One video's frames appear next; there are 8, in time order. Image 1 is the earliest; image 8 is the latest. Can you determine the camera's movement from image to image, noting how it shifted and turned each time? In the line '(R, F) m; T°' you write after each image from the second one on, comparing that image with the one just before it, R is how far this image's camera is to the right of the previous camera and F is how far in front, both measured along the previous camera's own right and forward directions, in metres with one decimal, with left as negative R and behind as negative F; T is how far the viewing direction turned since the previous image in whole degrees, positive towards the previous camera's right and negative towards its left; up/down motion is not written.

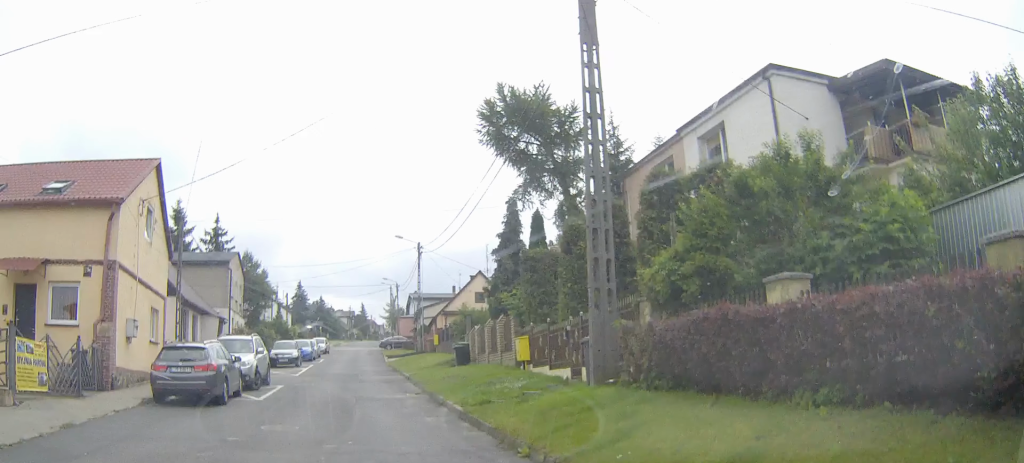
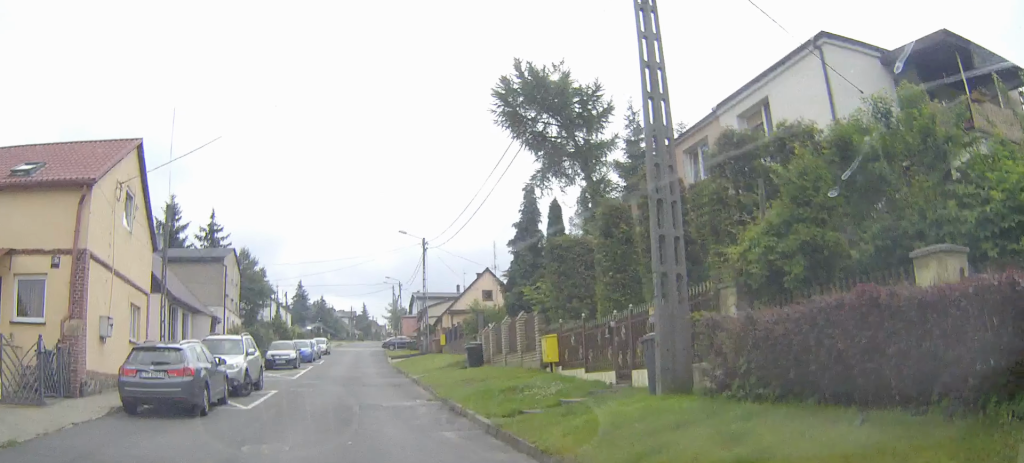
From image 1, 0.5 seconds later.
(0.0, +2.7) m; -1°
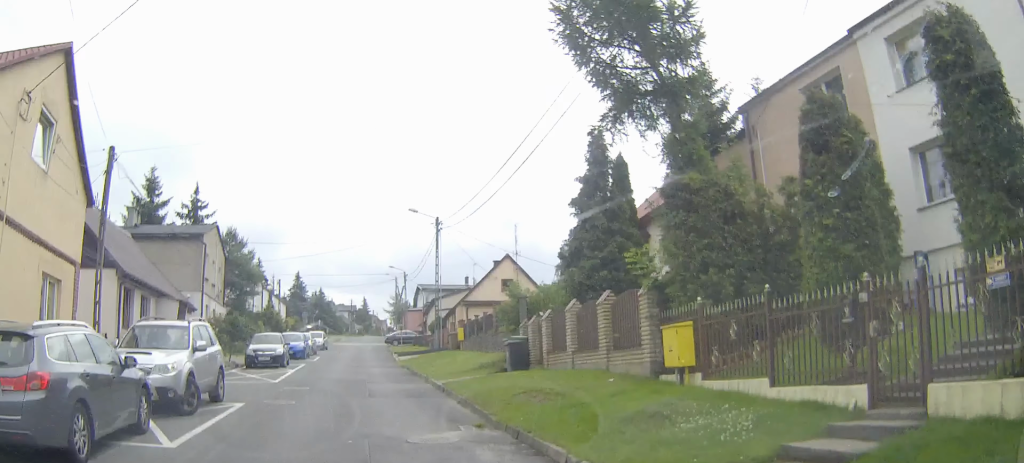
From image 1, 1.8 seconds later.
(-0.1, +7.3) m; +1°
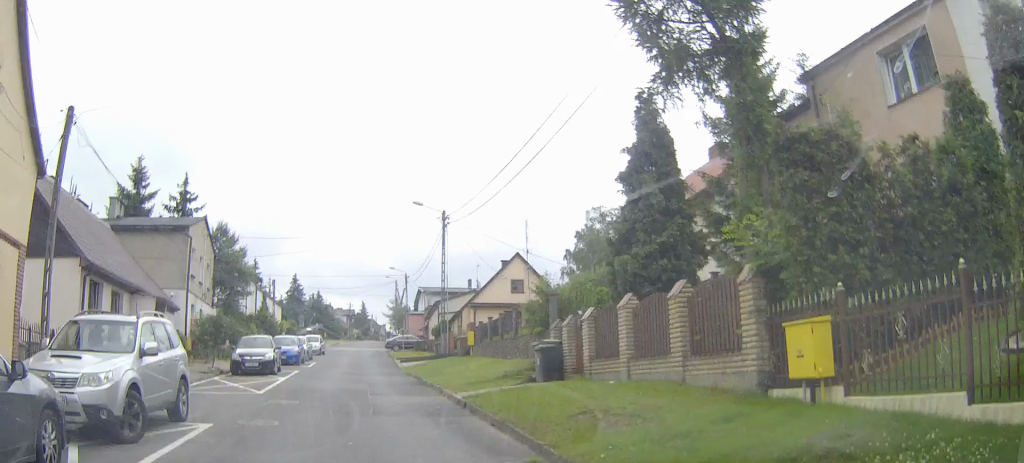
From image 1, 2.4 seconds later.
(+0.2, +3.6) m; +1°
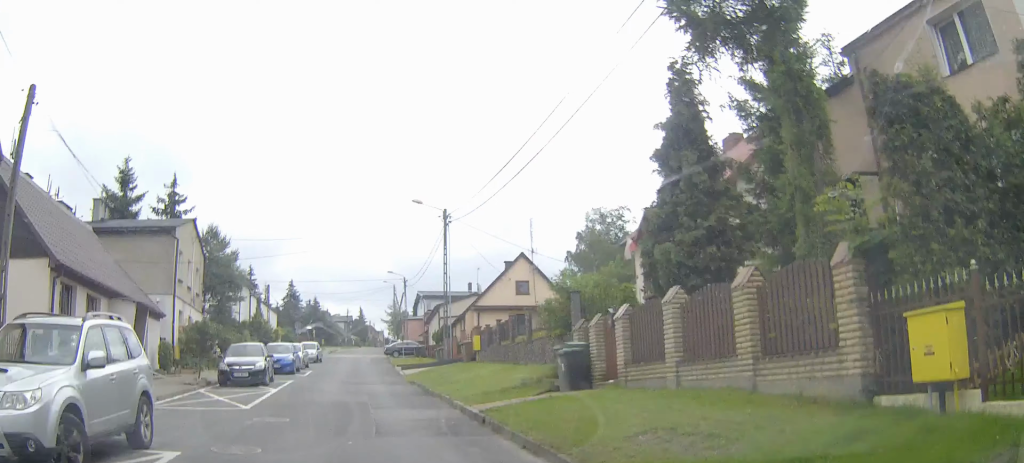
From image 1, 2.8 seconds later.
(-0.1, +2.2) m; 0°
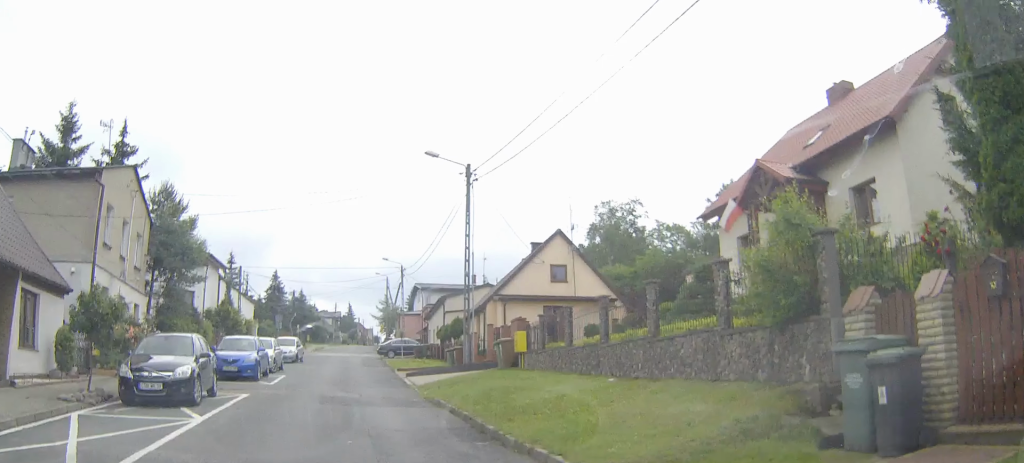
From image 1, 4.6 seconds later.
(0.0, +9.9) m; -1°
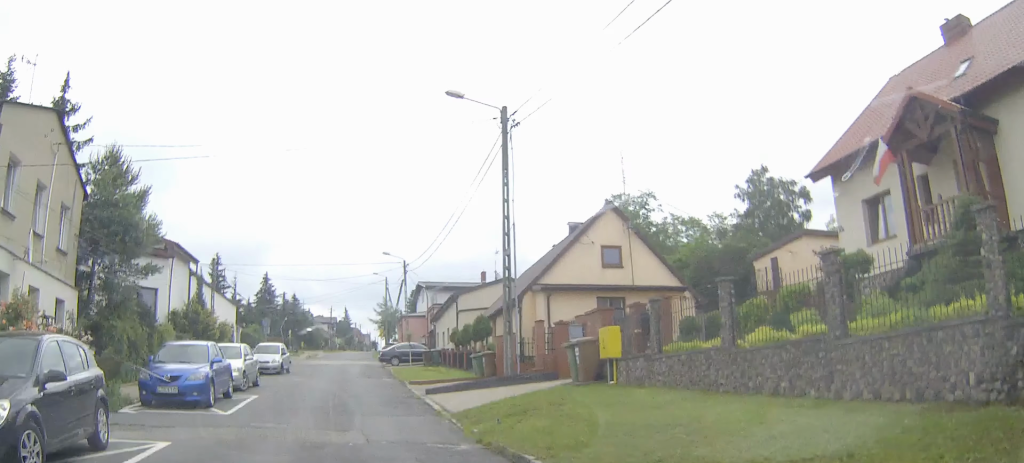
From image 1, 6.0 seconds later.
(0.0, +7.7) m; +1°
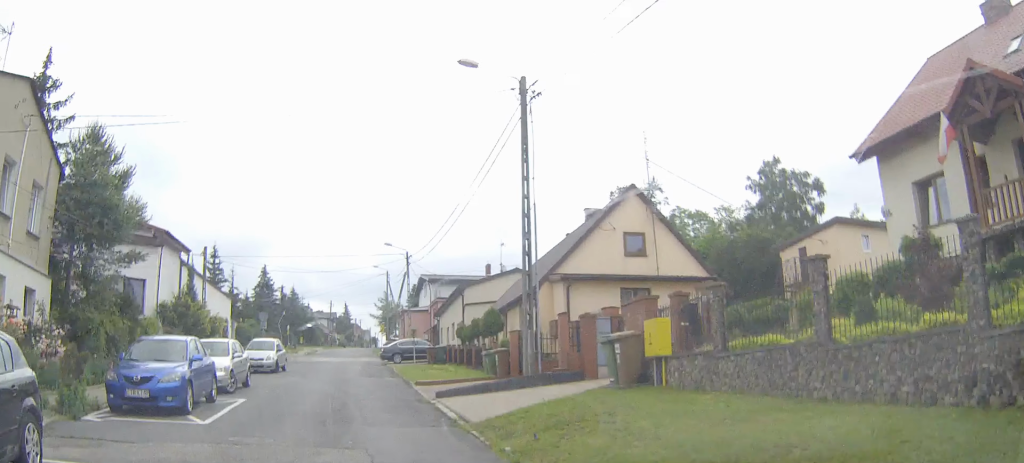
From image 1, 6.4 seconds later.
(+0.1, +2.3) m; +1°
